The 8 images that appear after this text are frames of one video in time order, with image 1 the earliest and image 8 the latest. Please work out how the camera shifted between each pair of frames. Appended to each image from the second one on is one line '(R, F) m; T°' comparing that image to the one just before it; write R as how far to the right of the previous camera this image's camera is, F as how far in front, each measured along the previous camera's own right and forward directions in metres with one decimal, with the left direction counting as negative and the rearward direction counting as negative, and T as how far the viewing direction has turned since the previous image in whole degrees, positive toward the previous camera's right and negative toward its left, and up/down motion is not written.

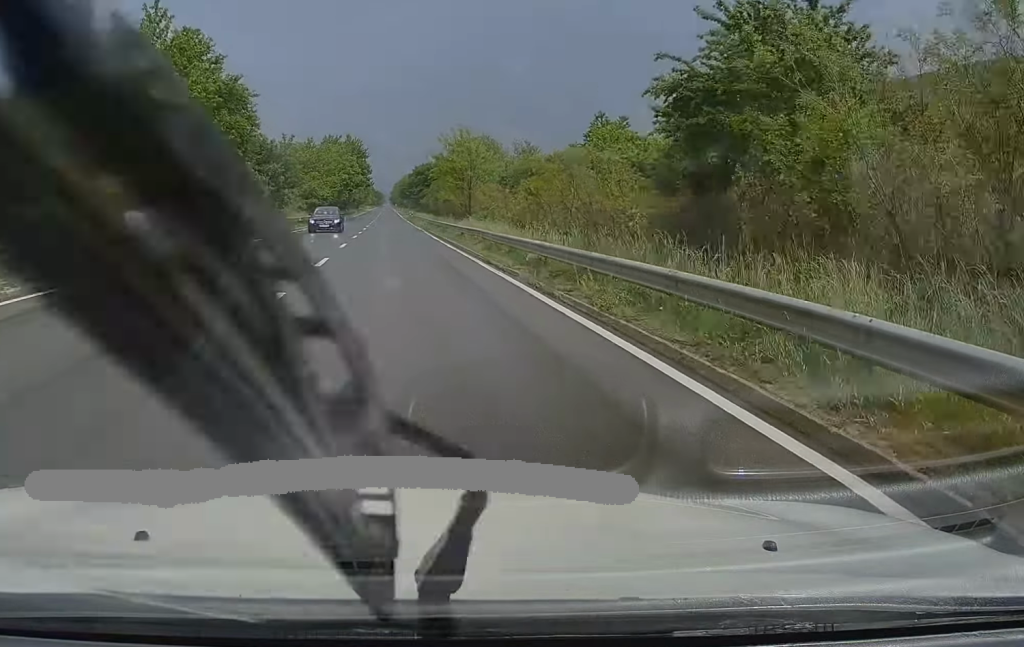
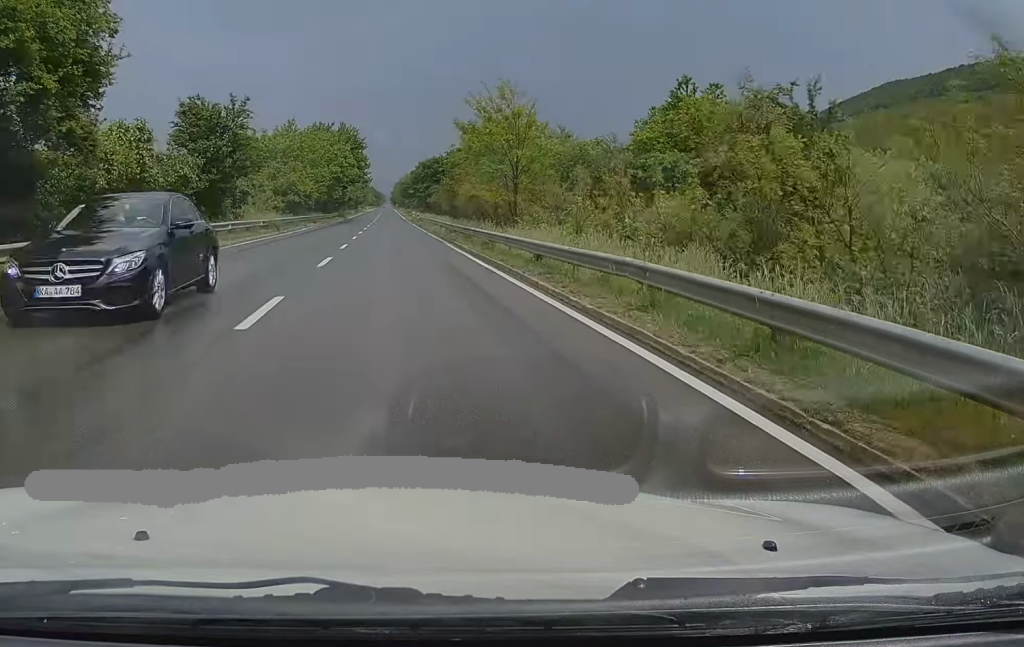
(0.0, +18.2) m; 0°
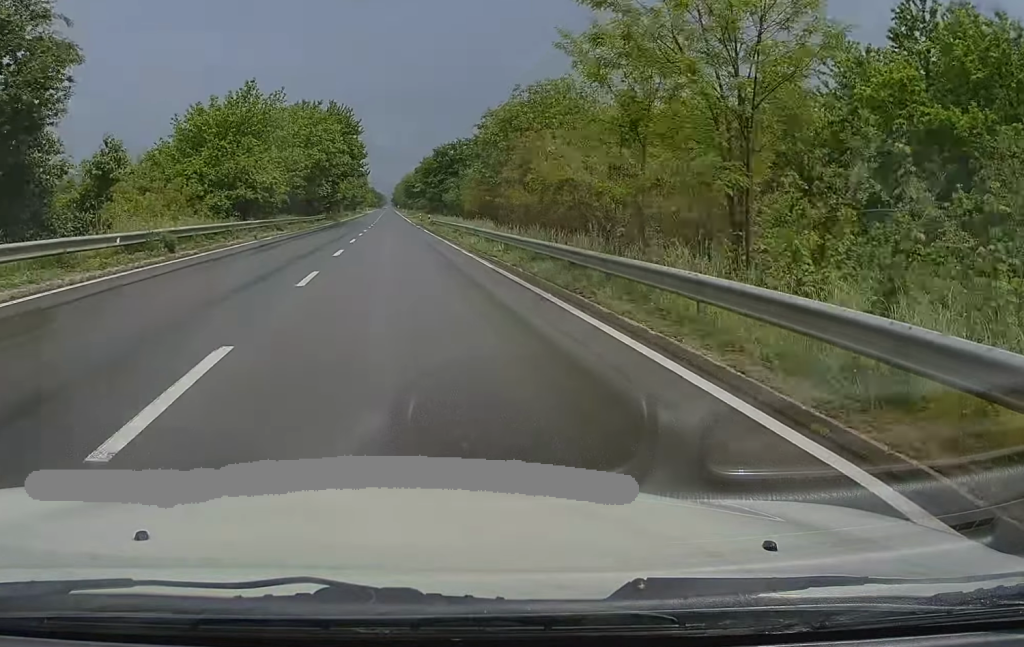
(0.0, +21.8) m; 0°
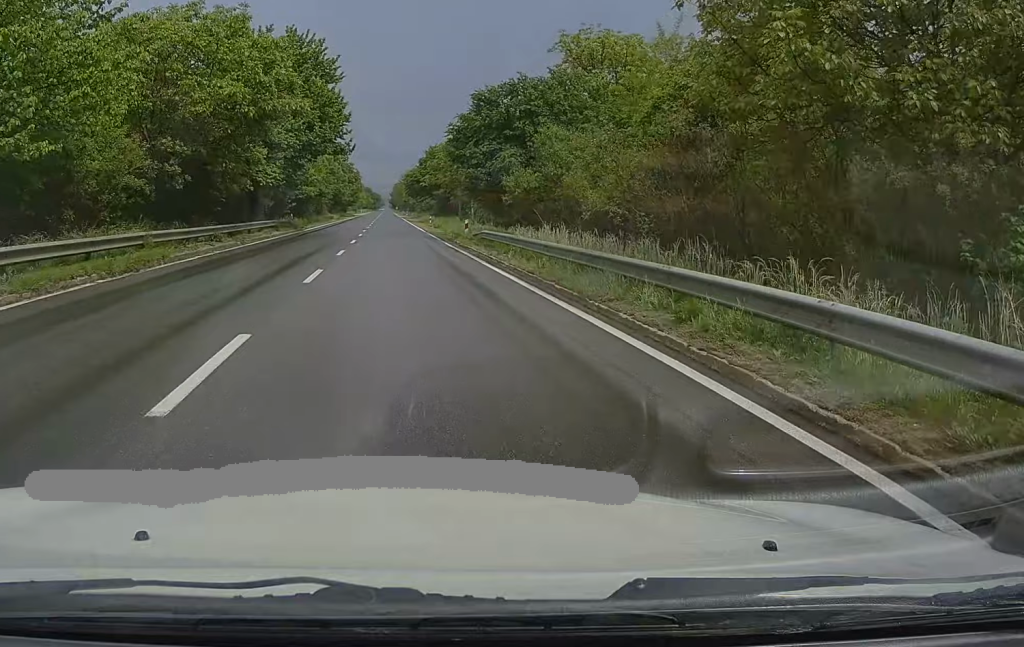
(0.0, +34.5) m; 0°
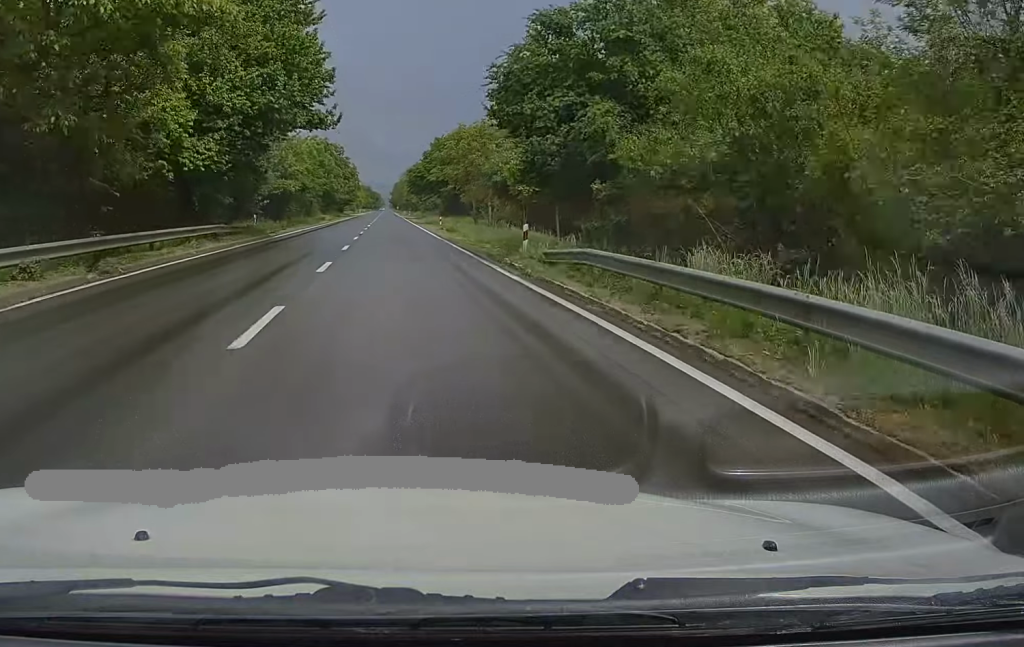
(0.0, +15.4) m; 0°
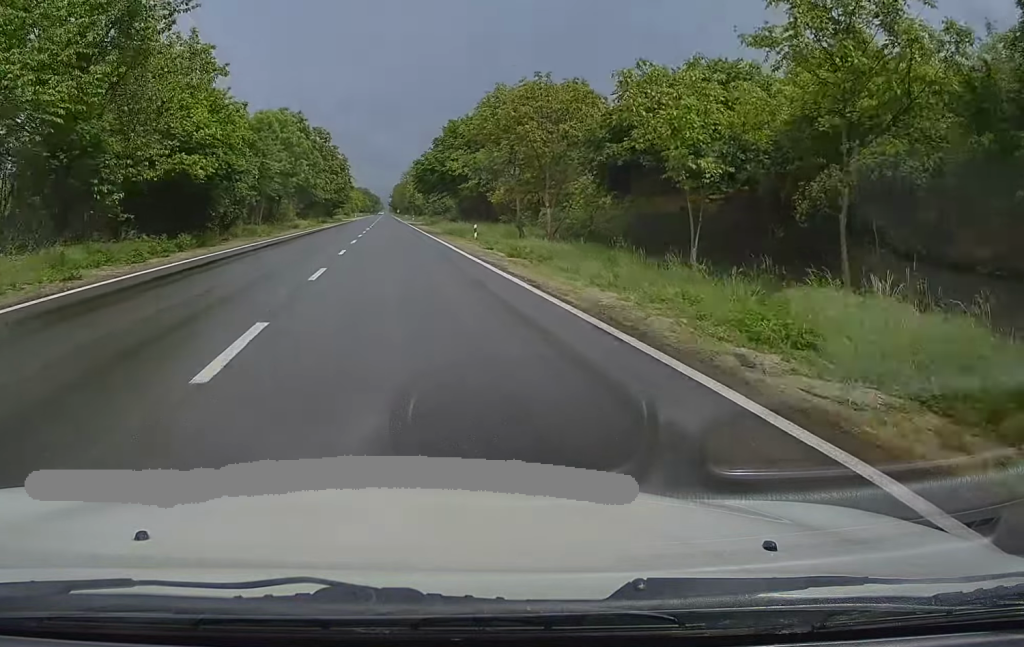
(+0.1, +28.1) m; 0°
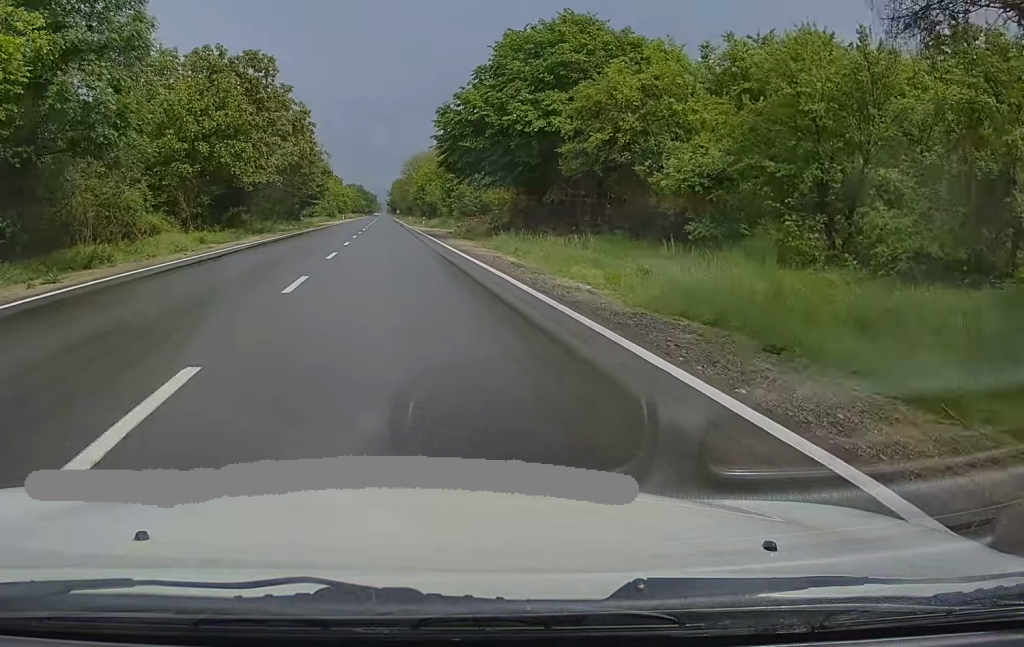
(-0.1, +47.1) m; 0°
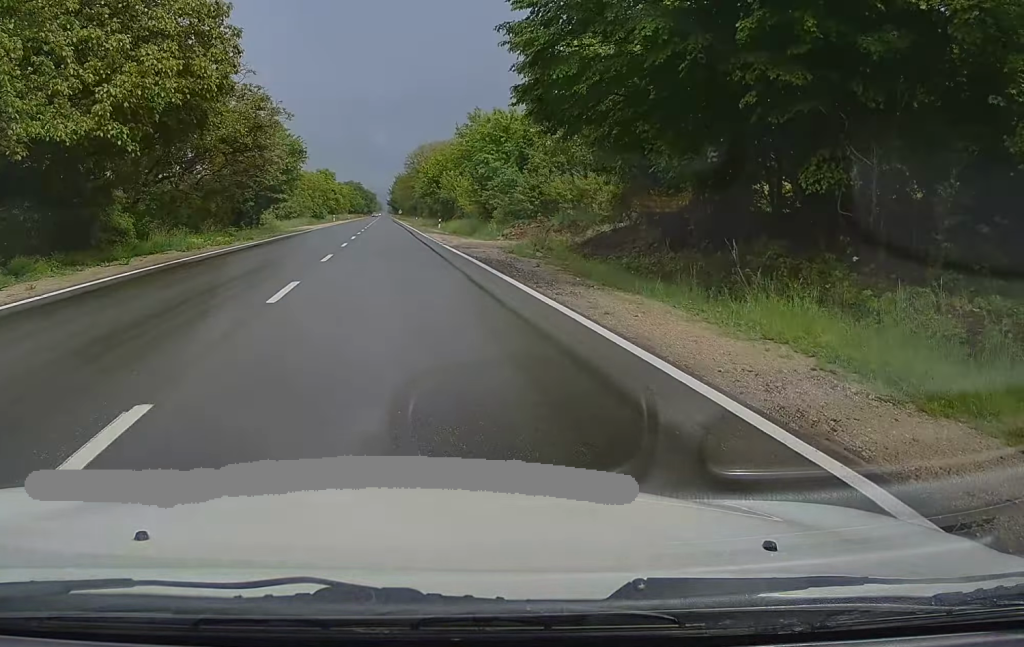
(+0.1, +28.0) m; 0°
